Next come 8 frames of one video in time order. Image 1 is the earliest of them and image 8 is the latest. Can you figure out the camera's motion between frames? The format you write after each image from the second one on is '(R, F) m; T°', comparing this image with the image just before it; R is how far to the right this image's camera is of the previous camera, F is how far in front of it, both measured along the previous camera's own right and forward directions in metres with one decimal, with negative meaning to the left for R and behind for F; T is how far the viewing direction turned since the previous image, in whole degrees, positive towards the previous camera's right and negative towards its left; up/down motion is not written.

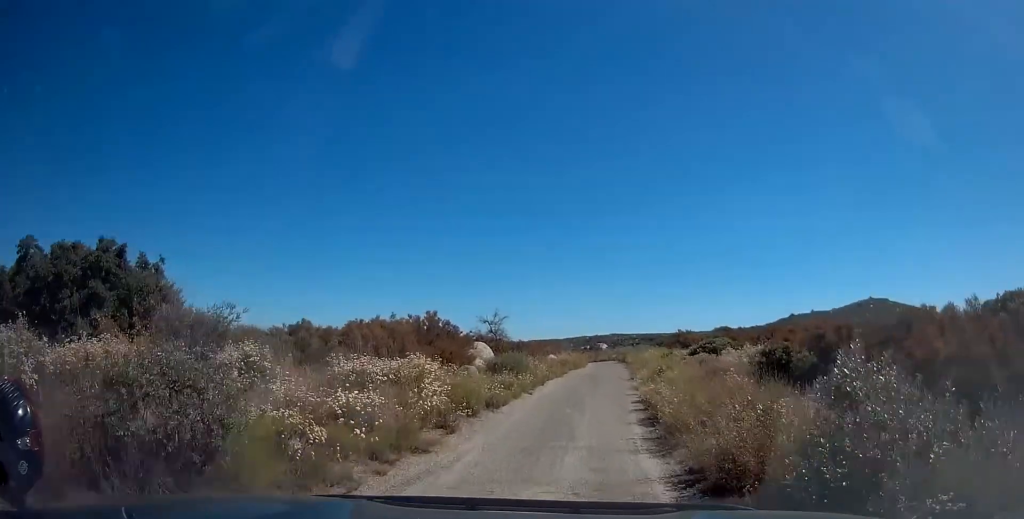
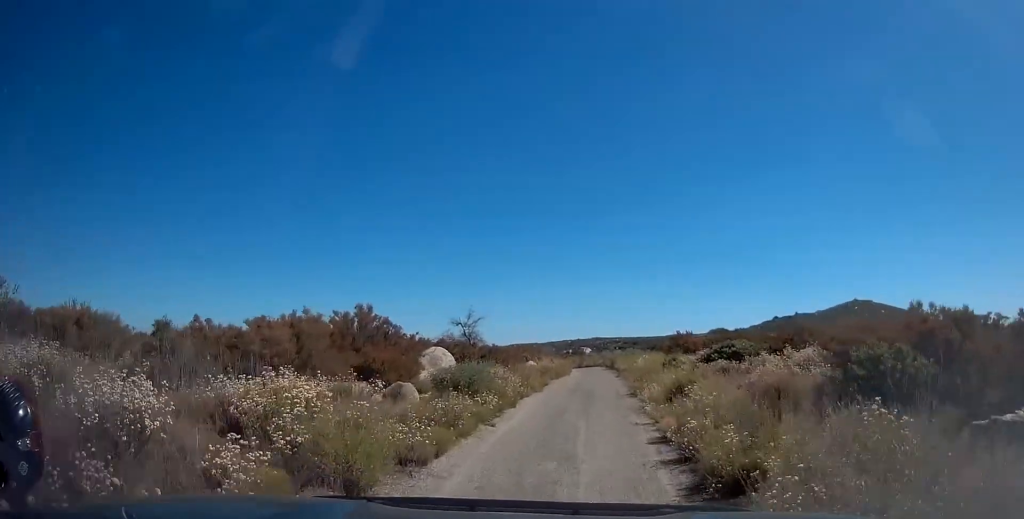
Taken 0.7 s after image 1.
(-0.1, +7.2) m; +2°
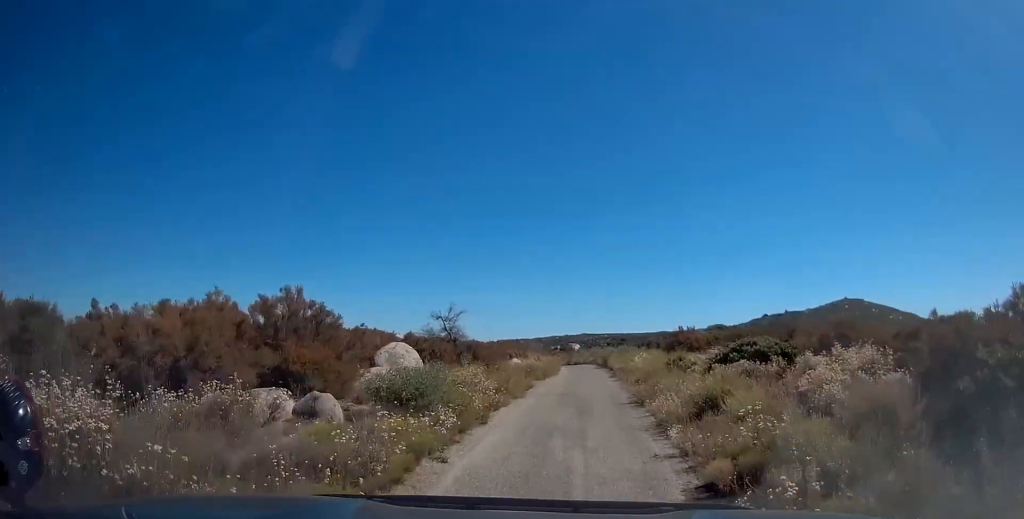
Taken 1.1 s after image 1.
(0.0, +4.3) m; +3°
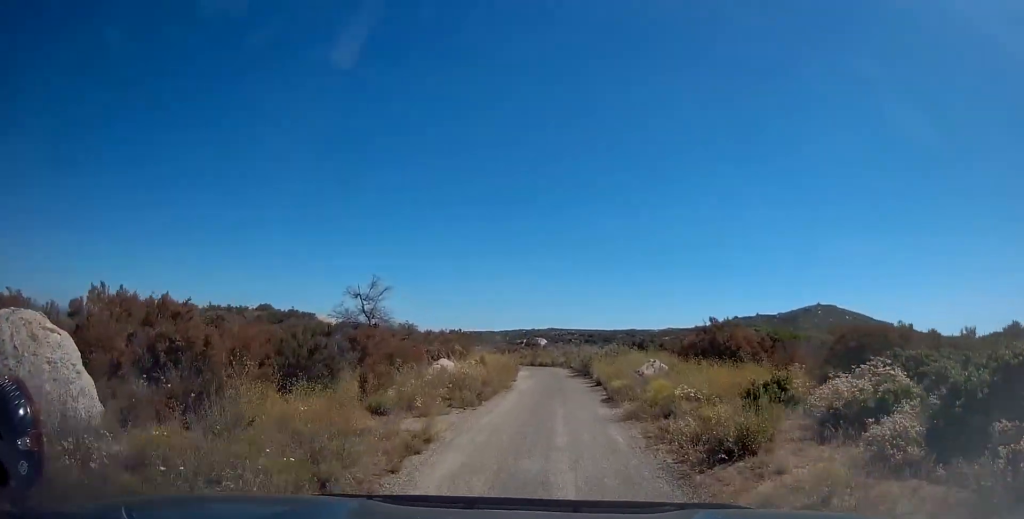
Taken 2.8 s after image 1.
(+1.1, +15.5) m; +4°
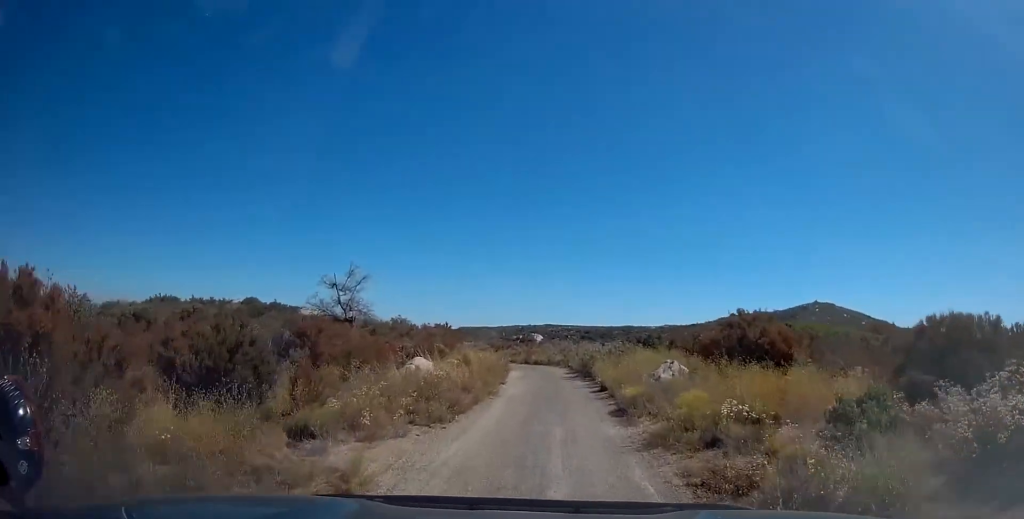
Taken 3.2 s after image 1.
(-0.2, +3.9) m; 0°
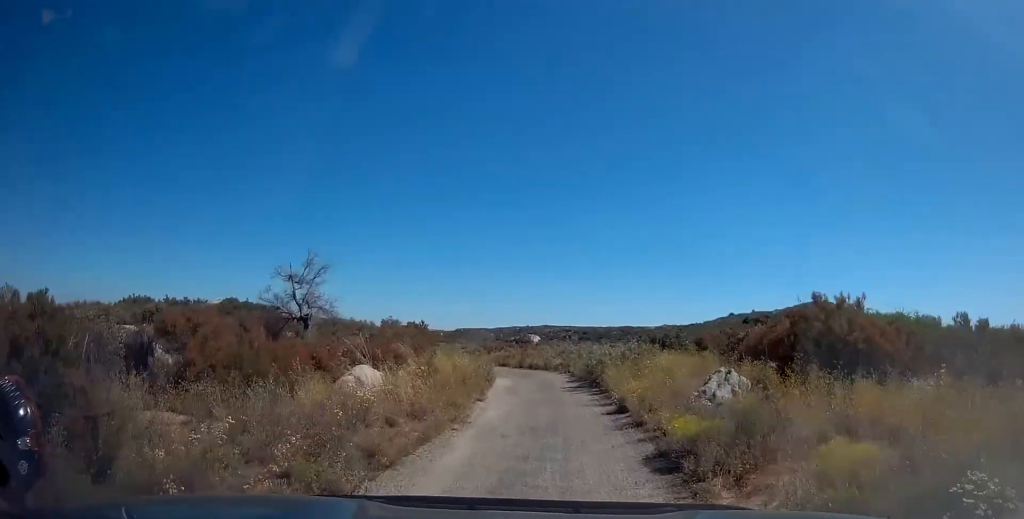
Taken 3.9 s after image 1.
(+0.1, +6.0) m; 0°
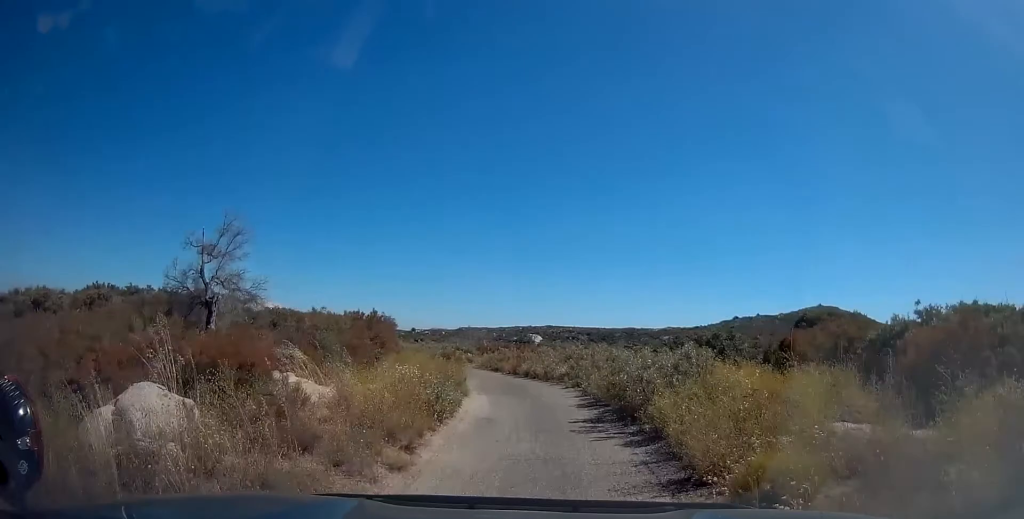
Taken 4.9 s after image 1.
(+0.1, +8.6) m; -2°
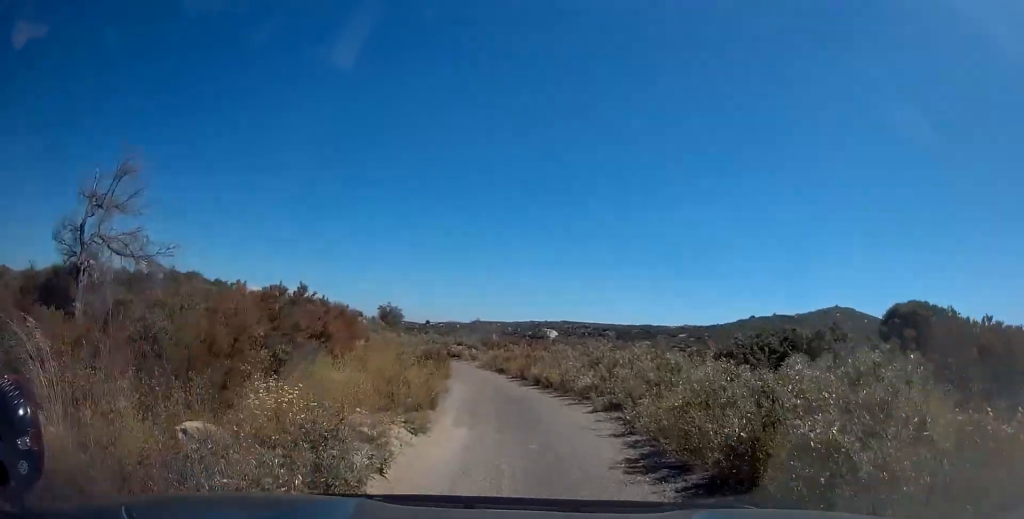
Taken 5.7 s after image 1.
(-0.3, +7.3) m; -3°
